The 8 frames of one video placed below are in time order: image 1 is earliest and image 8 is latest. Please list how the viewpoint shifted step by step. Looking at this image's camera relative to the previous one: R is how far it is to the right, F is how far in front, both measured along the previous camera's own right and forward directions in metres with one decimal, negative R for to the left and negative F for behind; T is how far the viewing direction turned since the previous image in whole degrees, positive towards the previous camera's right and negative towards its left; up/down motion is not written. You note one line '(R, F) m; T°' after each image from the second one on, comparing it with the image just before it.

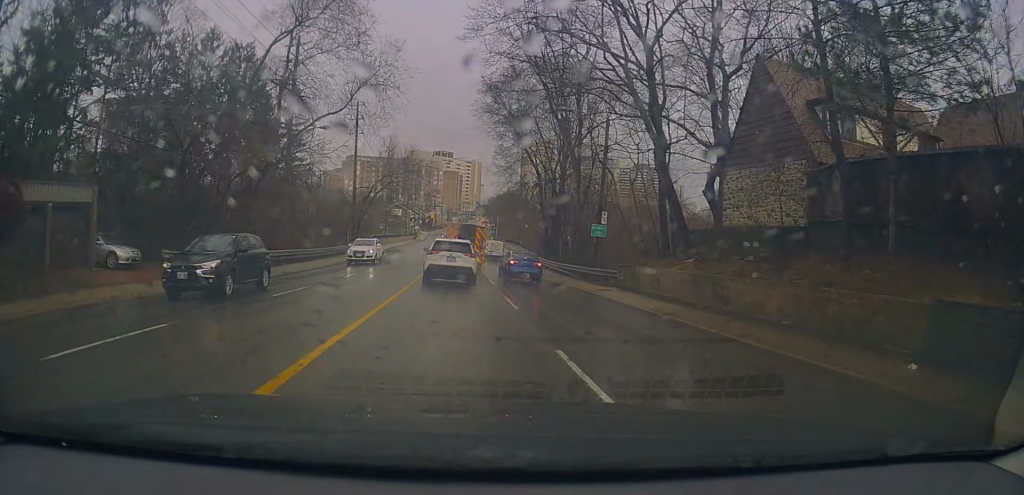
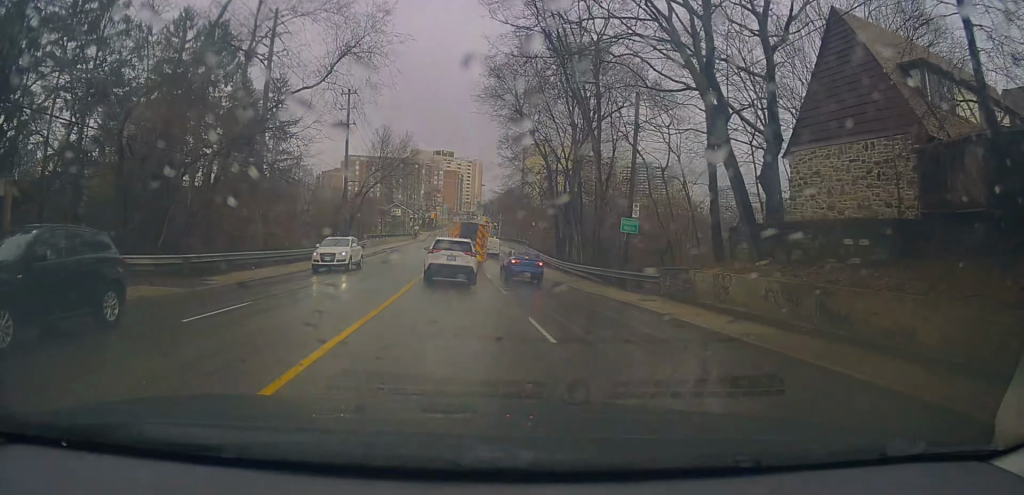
(0.0, +5.1) m; 0°
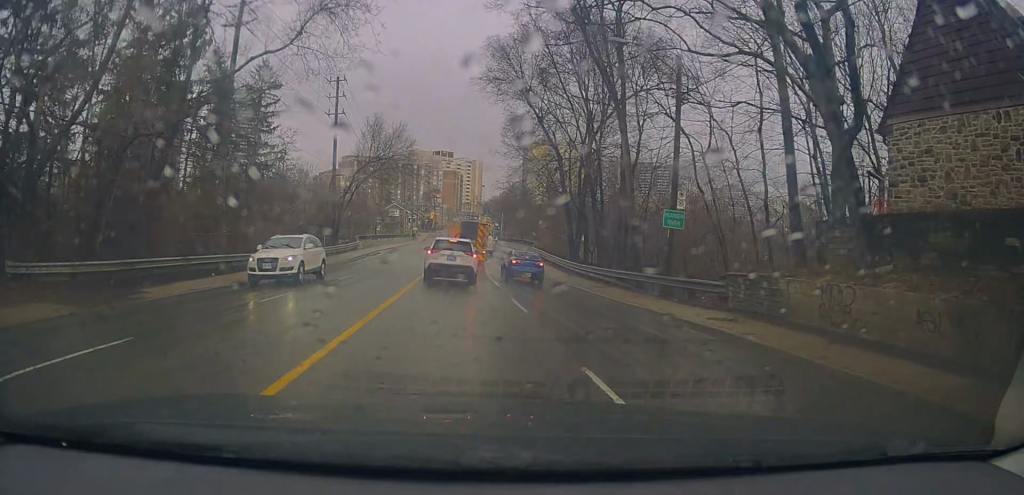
(0.0, +5.3) m; 0°
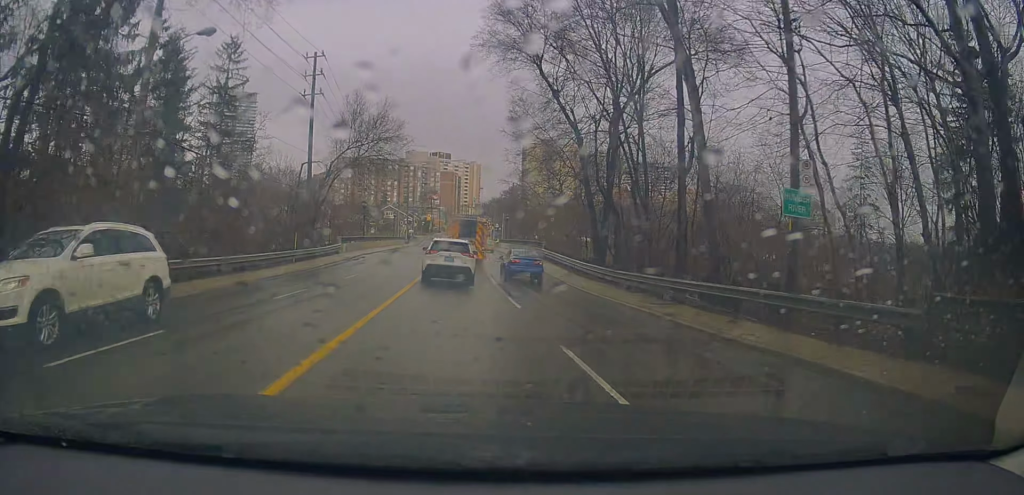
(0.0, +8.0) m; -1°
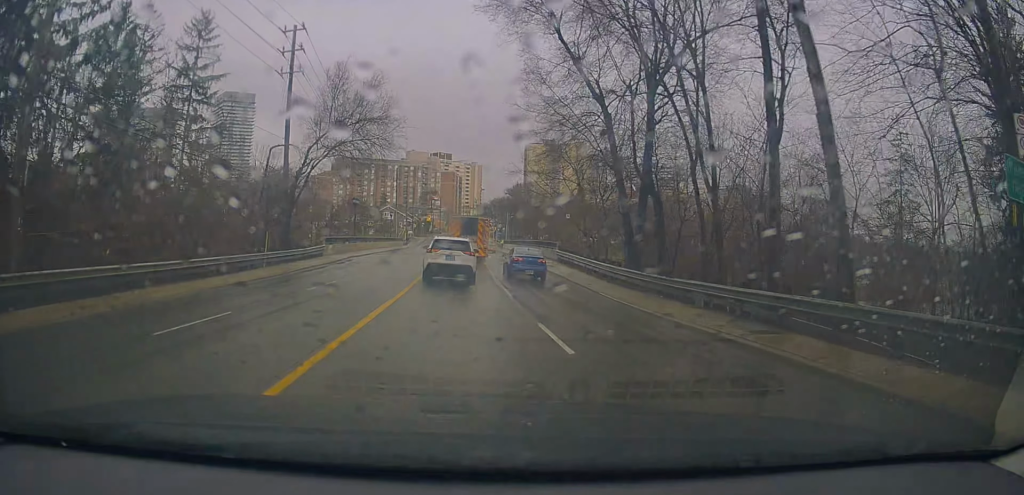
(-0.1, +6.6) m; -1°
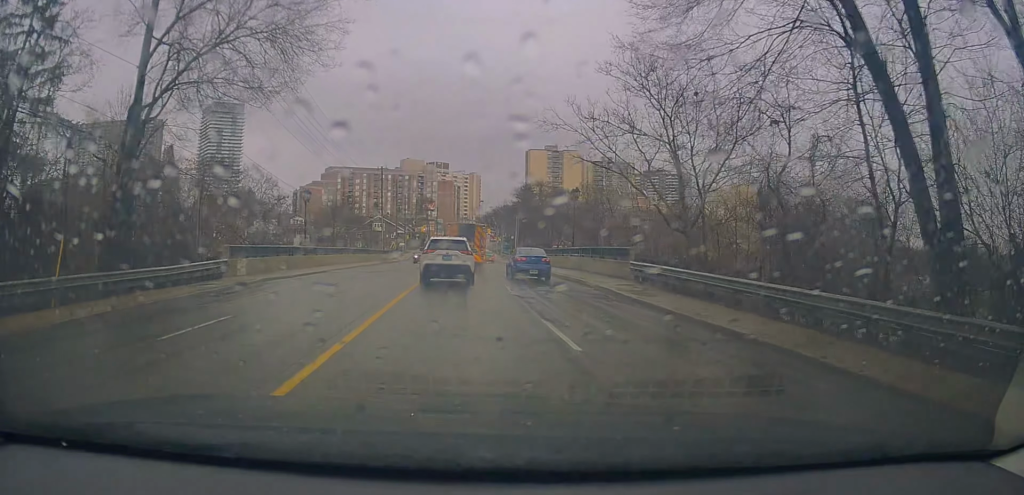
(-0.3, +20.0) m; -1°
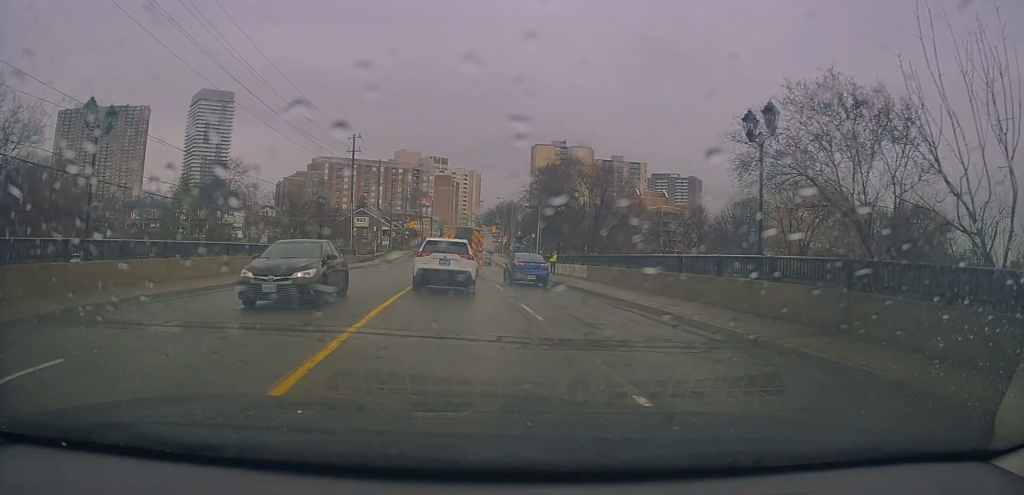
(+0.3, +24.9) m; +2°
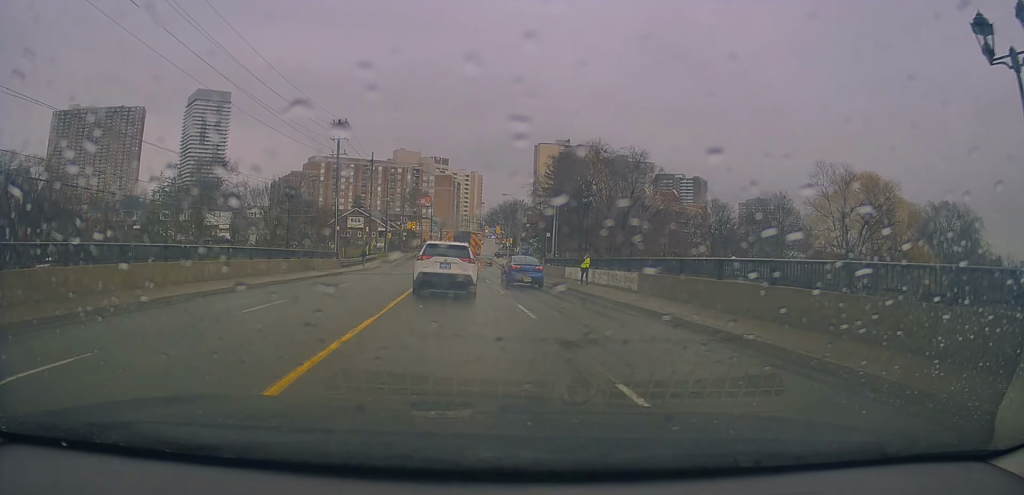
(0.0, +8.5) m; -1°
